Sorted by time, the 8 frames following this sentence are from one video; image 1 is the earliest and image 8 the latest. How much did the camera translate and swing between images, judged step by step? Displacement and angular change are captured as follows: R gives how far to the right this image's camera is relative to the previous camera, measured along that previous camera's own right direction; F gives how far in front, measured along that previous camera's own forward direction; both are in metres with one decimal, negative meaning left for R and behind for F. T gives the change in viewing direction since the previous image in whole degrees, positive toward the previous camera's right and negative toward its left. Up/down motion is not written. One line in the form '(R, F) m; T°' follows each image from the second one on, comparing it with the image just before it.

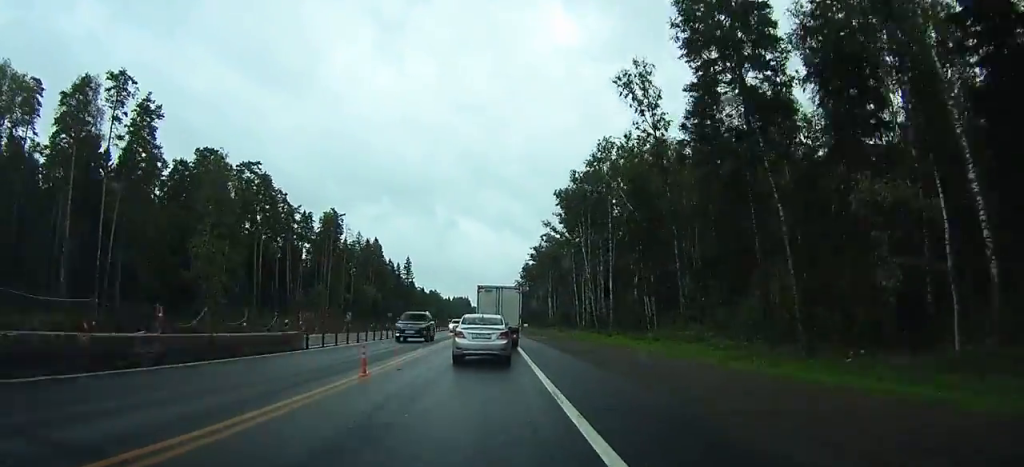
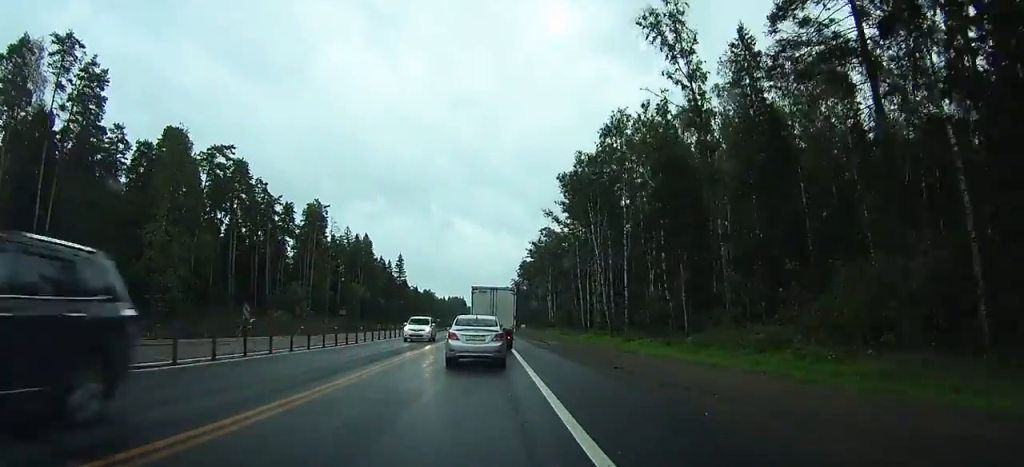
(0.0, +12.3) m; 0°
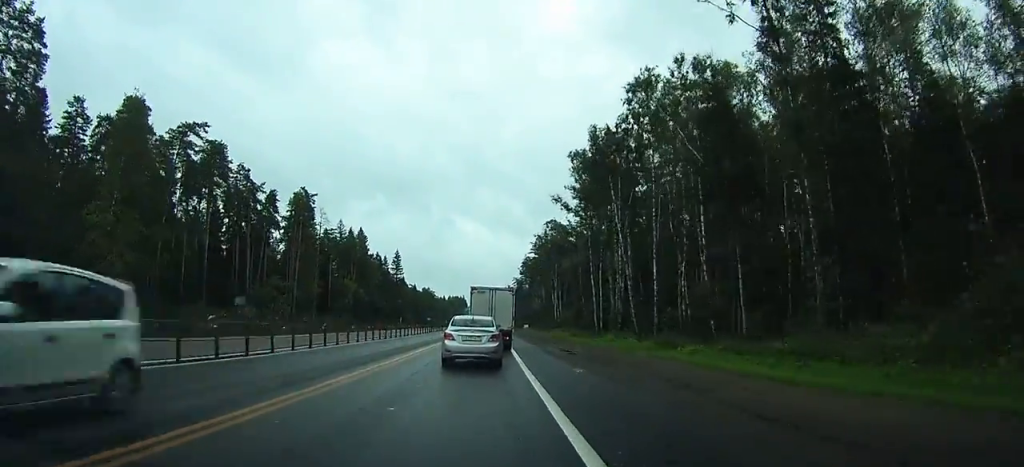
(-0.1, +13.3) m; 0°
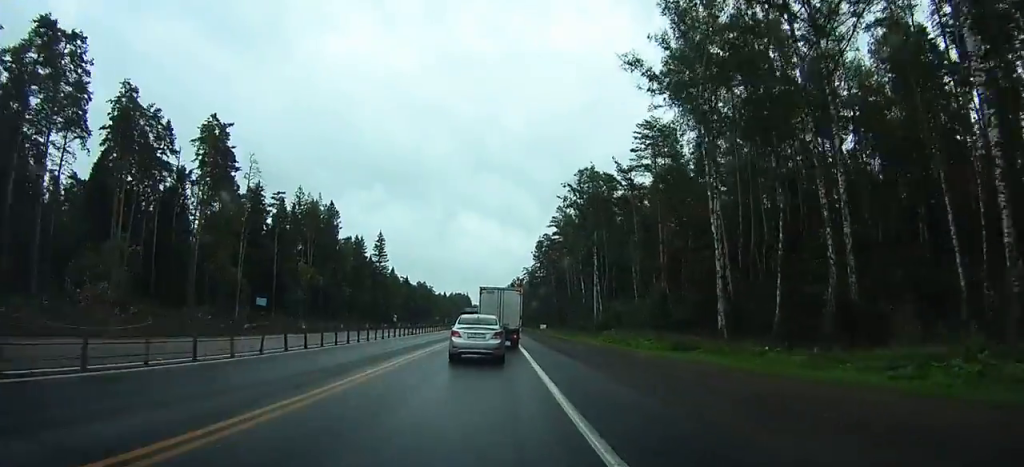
(+0.2, +55.2) m; +1°
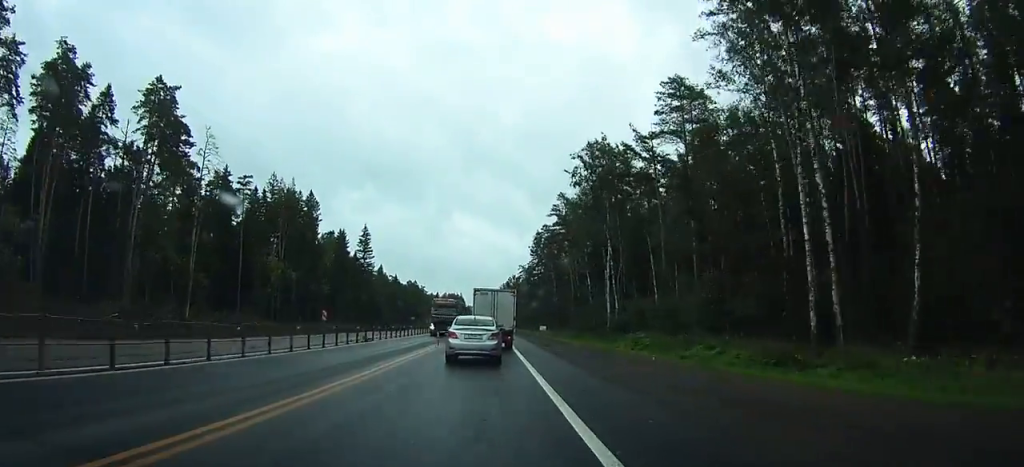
(+0.4, +15.7) m; 0°
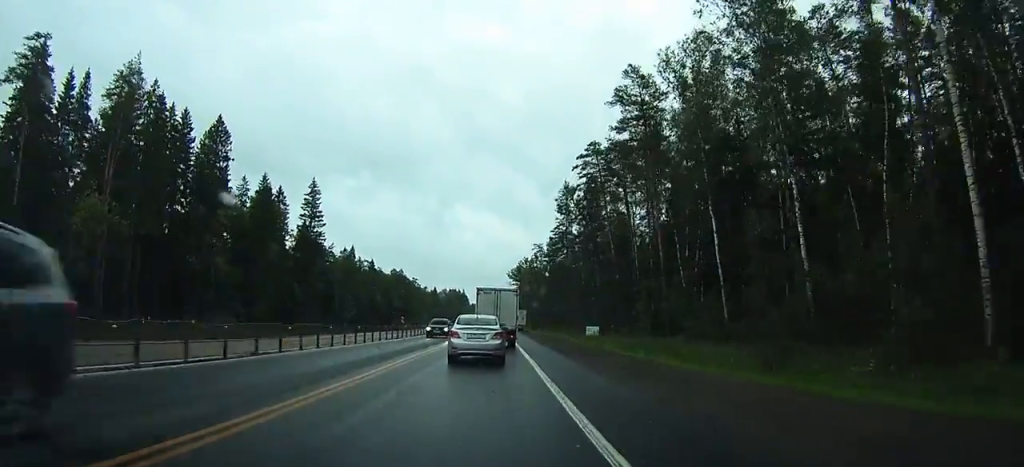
(-0.8, +59.7) m; -2°
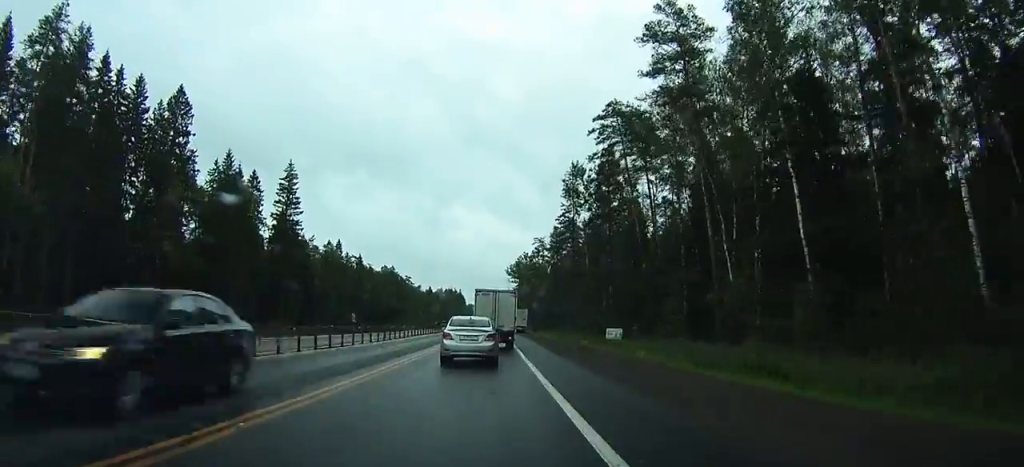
(0.0, +13.7) m; 0°
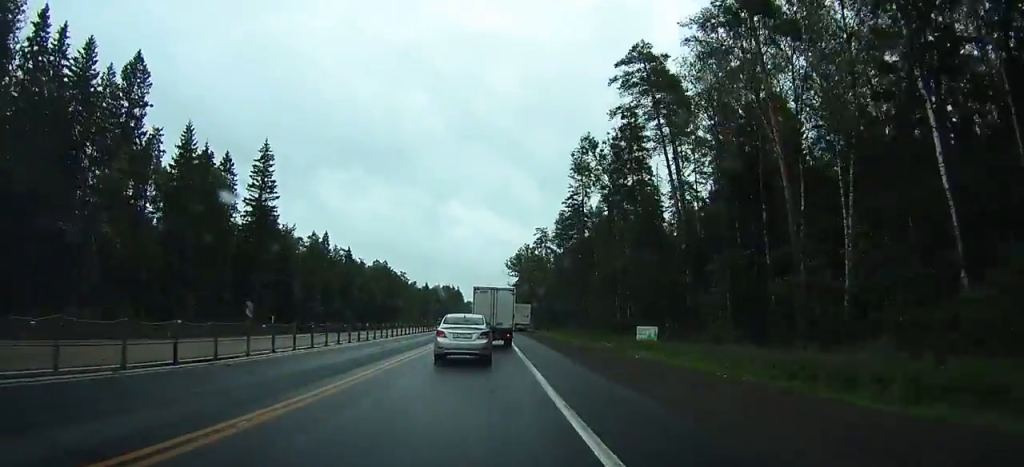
(0.0, +12.3) m; 0°
